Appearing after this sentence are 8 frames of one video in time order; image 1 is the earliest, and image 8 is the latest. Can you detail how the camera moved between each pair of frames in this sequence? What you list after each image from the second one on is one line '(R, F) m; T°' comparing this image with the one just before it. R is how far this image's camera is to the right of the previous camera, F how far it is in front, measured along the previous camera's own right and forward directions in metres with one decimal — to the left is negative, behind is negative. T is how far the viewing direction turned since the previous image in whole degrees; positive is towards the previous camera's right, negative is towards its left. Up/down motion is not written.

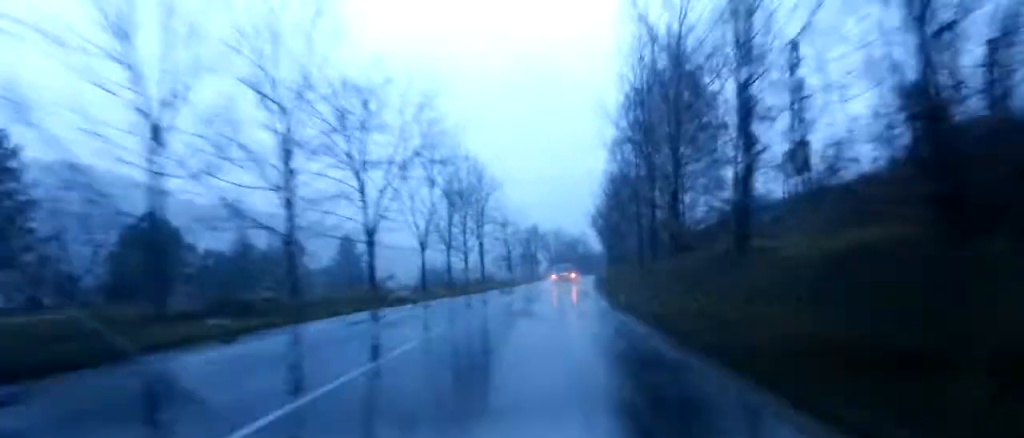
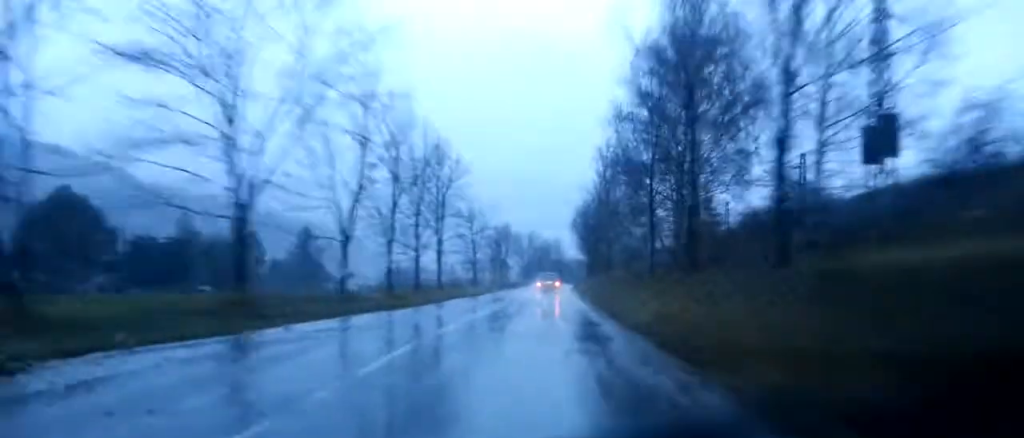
(0.0, +13.6) m; +1°
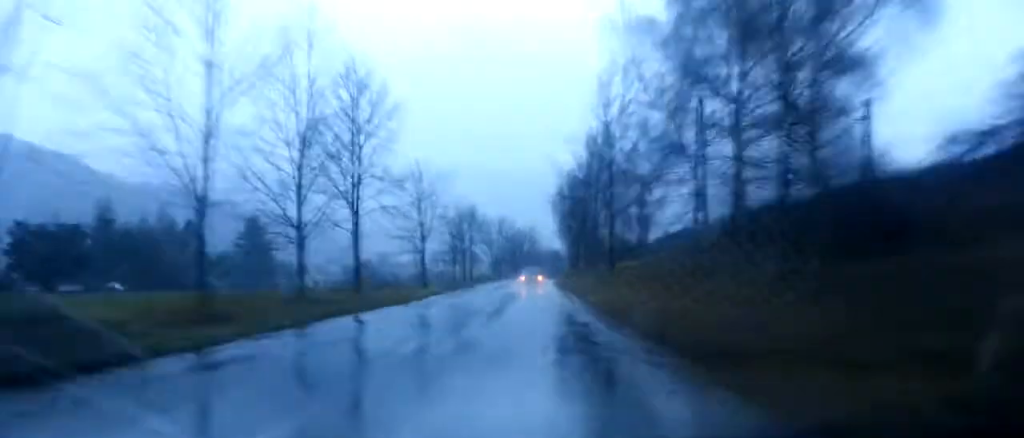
(+0.8, +20.4) m; +4°
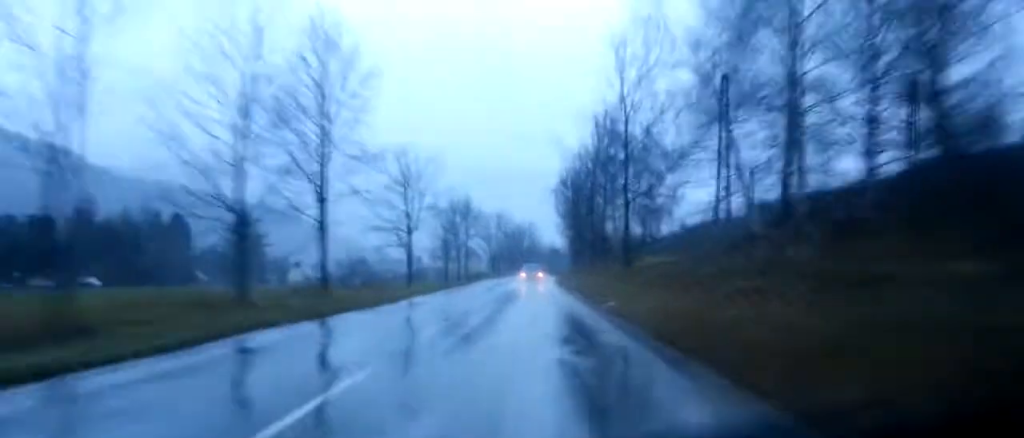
(+0.1, +6.3) m; +1°
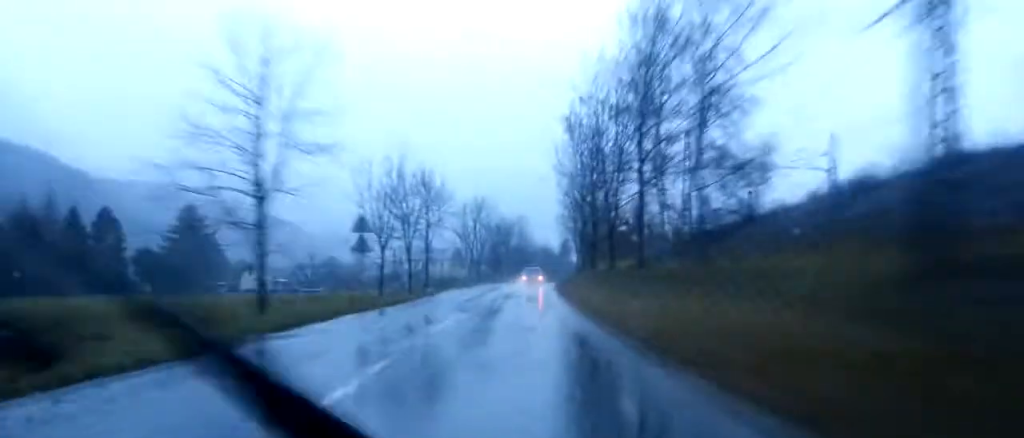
(+0.6, +27.9) m; +3°
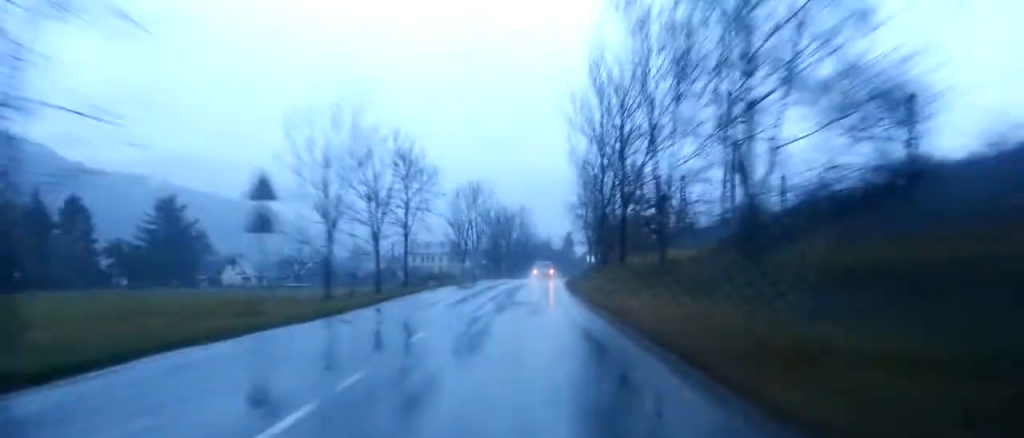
(+0.2, +13.3) m; +1°
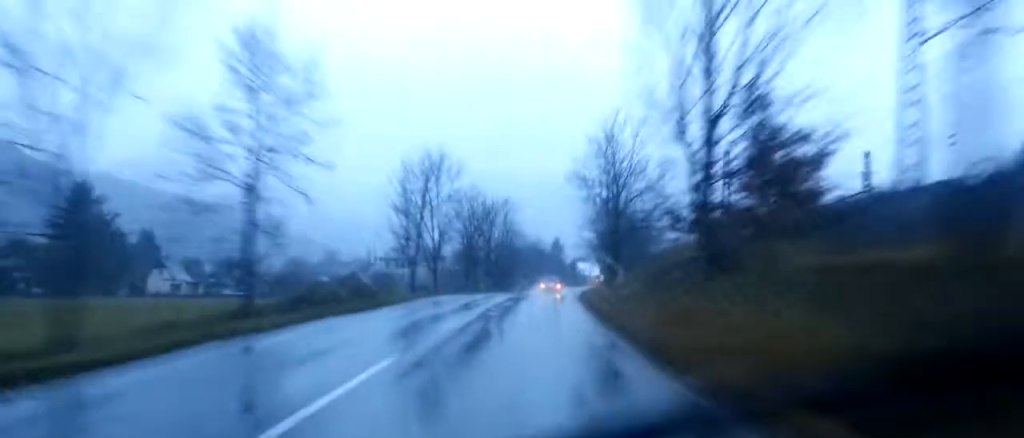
(-0.1, +23.2) m; 0°
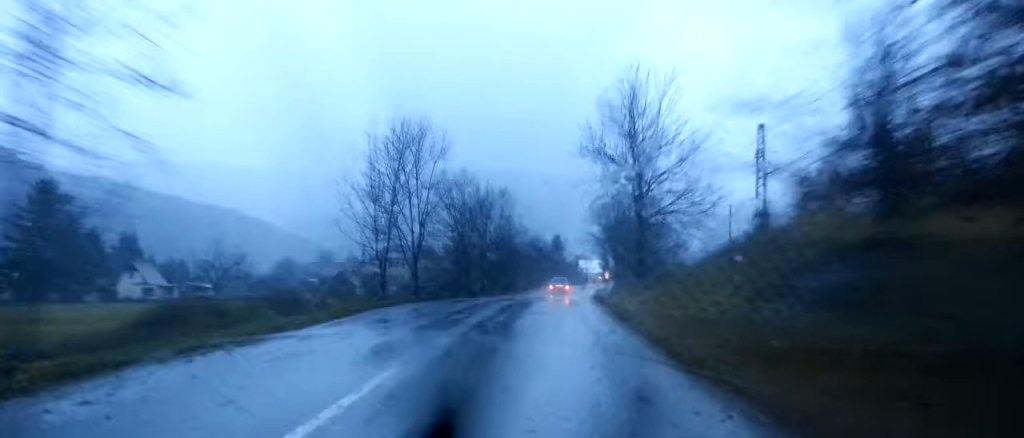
(+0.1, +9.7) m; +1°
